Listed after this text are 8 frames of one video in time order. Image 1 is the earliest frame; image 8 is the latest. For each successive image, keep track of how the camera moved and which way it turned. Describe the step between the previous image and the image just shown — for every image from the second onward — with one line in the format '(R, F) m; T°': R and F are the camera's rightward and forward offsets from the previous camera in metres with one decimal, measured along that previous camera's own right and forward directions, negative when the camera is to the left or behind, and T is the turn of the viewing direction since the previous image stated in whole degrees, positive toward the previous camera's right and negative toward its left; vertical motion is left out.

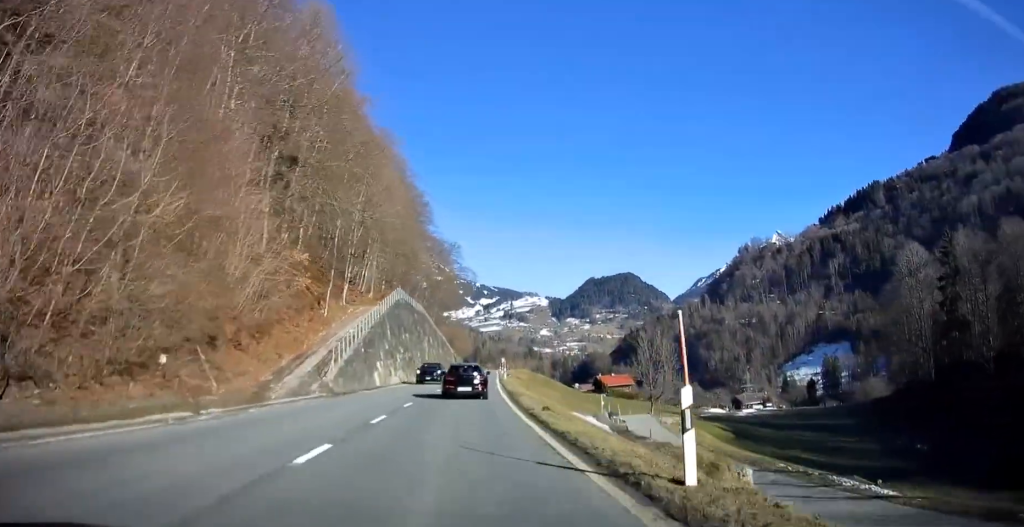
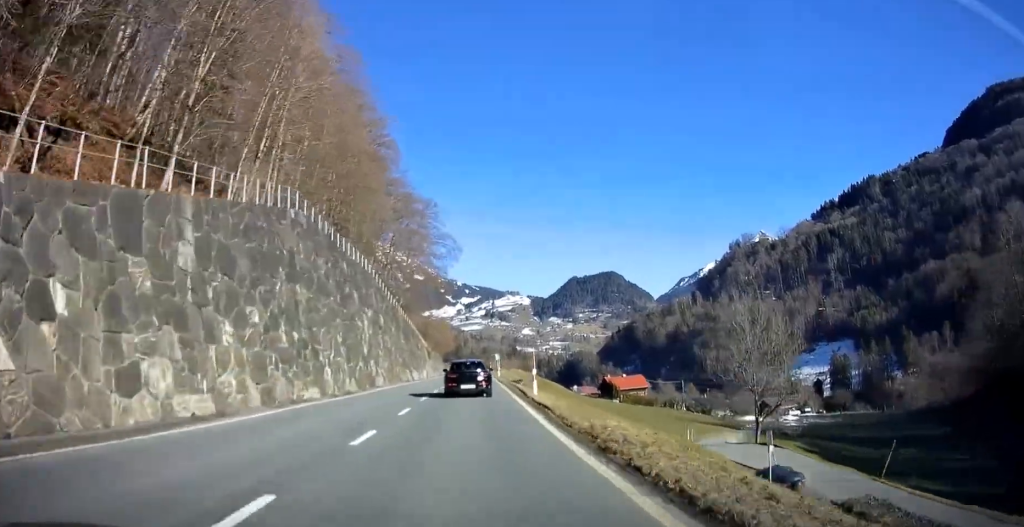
(+0.7, +33.4) m; +2°
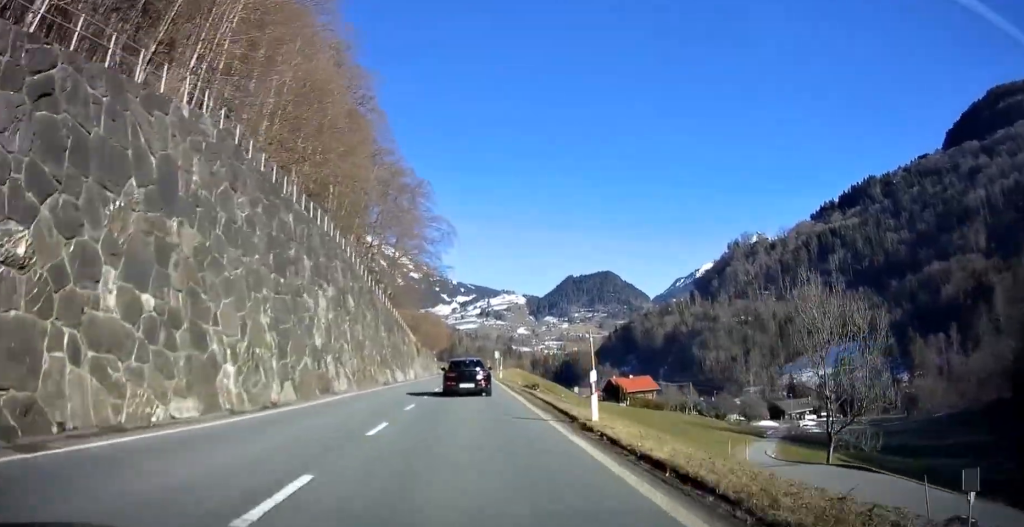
(+0.1, +11.3) m; 0°
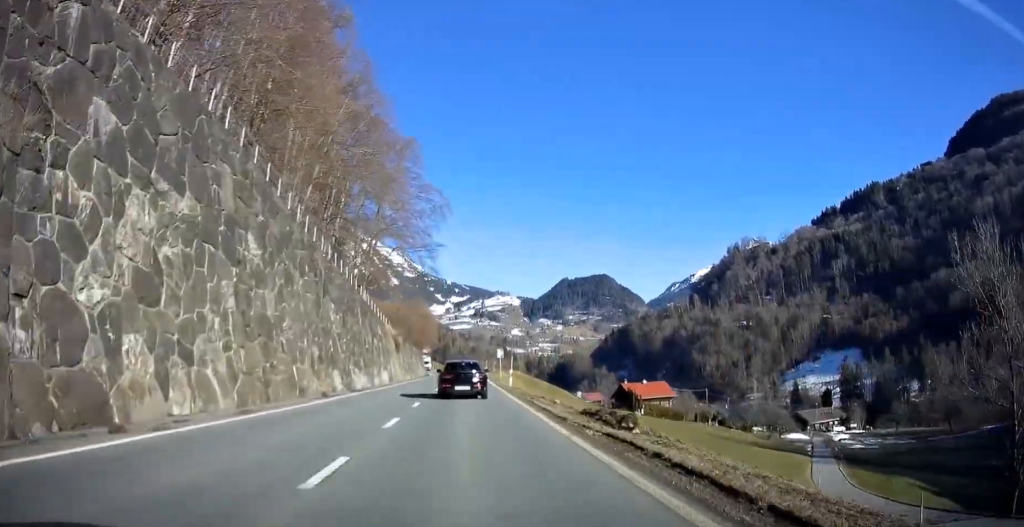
(-0.1, +16.0) m; 0°
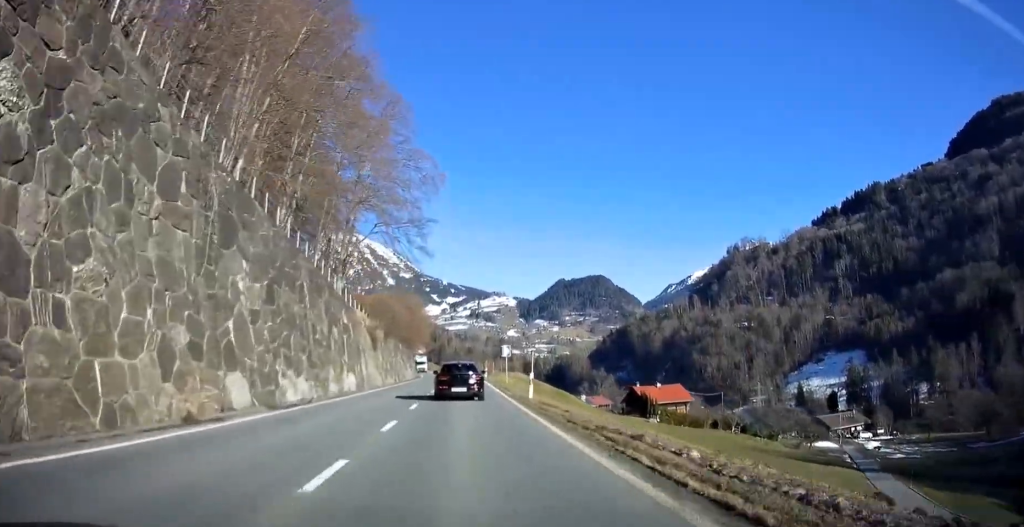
(+0.2, +12.5) m; +1°
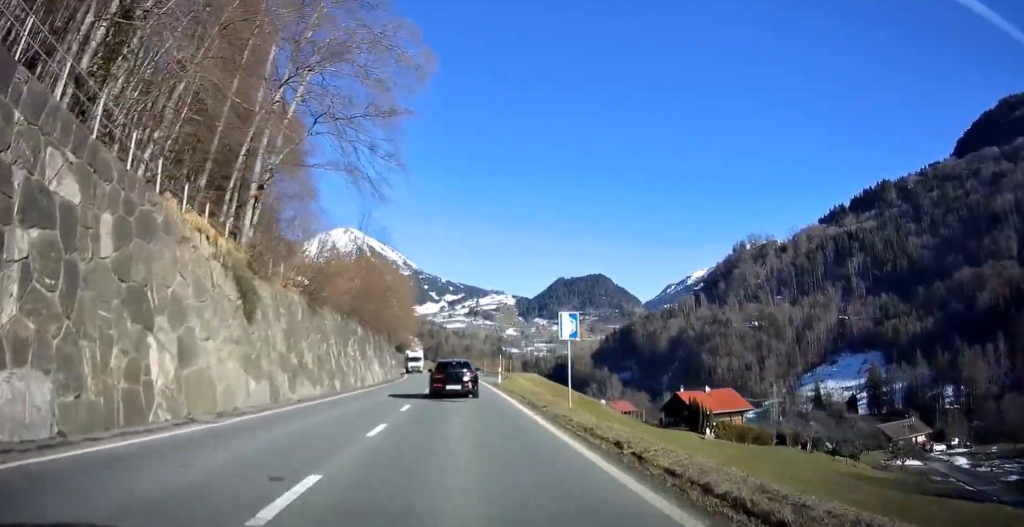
(+0.4, +24.9) m; 0°
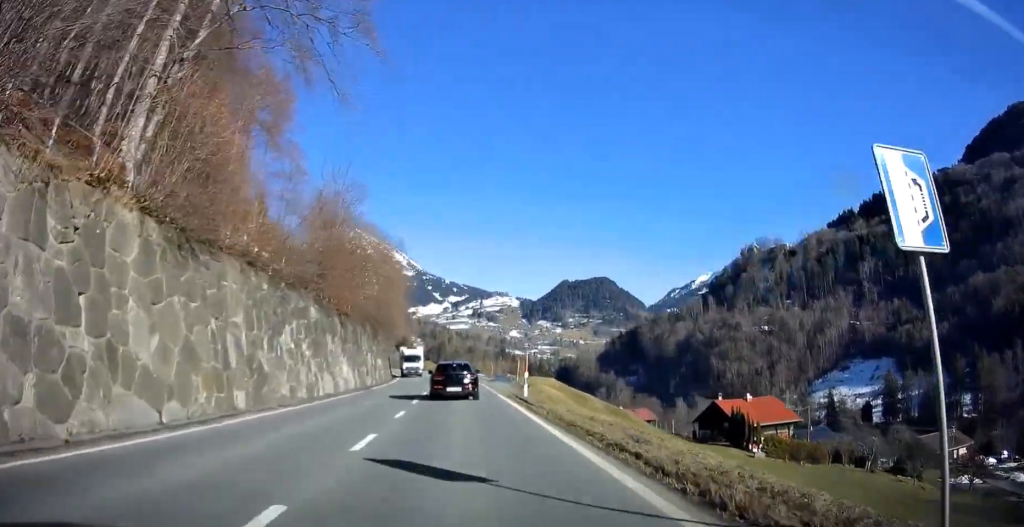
(-0.3, +13.8) m; -1°
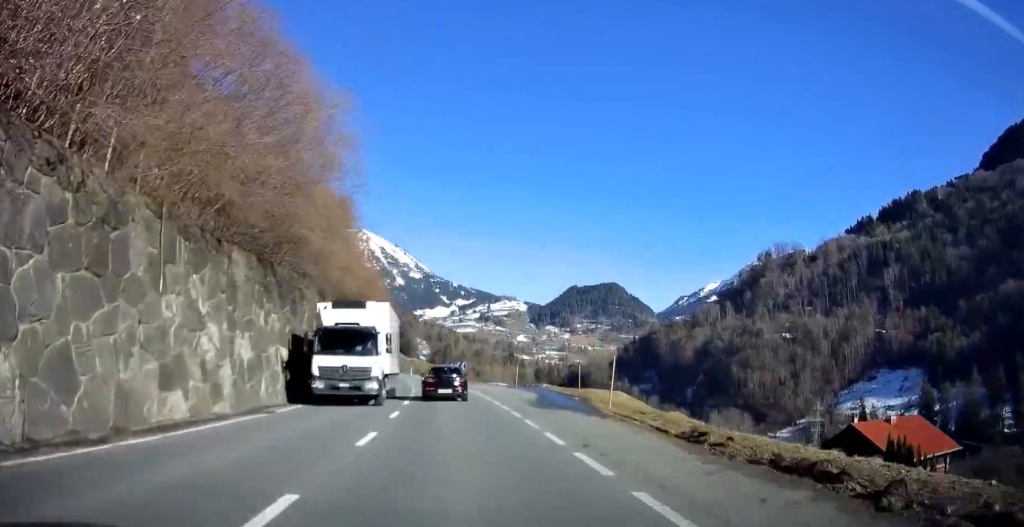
(-0.1, +29.0) m; +1°
